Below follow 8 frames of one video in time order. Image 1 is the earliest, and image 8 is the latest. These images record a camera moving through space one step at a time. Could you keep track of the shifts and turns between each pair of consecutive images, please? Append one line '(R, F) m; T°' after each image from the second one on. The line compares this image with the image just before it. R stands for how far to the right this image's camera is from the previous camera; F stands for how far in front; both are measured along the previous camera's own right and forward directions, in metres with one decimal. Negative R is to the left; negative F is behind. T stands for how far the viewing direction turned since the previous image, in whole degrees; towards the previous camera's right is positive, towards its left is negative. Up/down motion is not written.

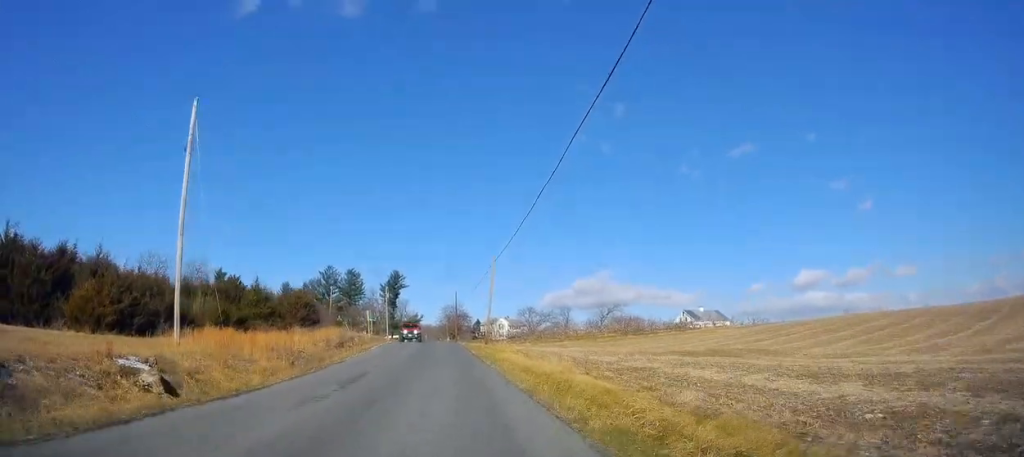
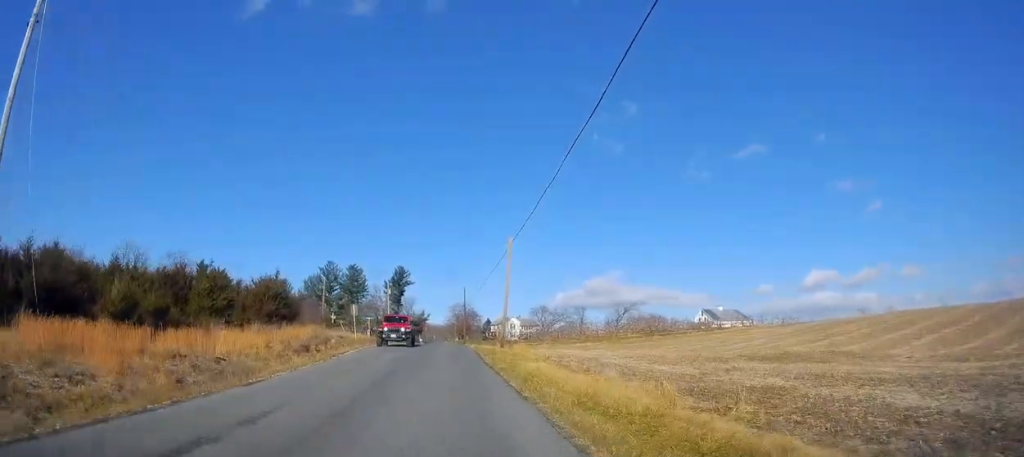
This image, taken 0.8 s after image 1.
(+0.1, +10.2) m; 0°
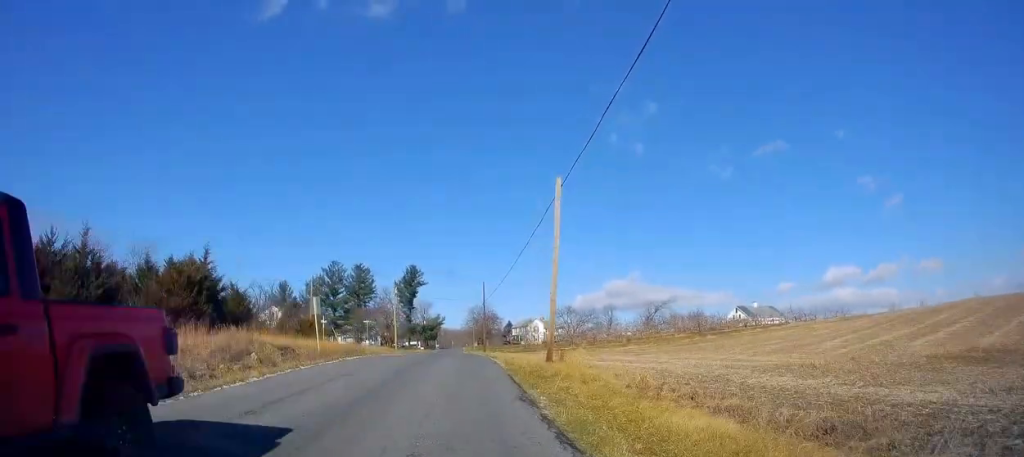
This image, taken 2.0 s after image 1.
(-0.3, +14.8) m; -2°
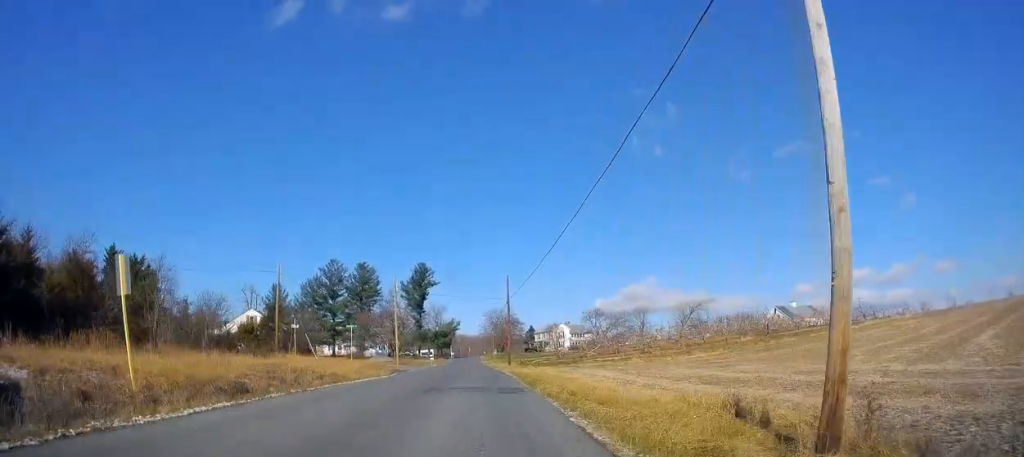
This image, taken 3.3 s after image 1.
(-0.2, +17.2) m; 0°
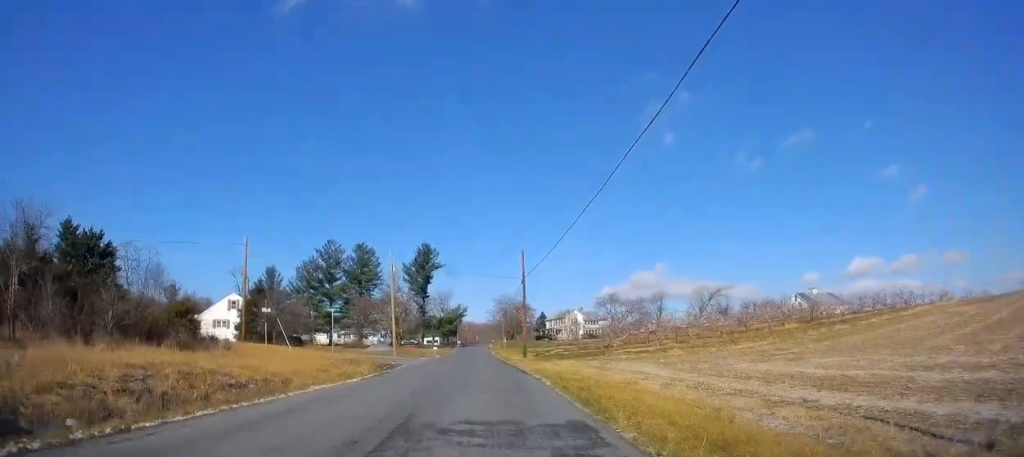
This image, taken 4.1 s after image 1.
(+0.1, +9.3) m; 0°
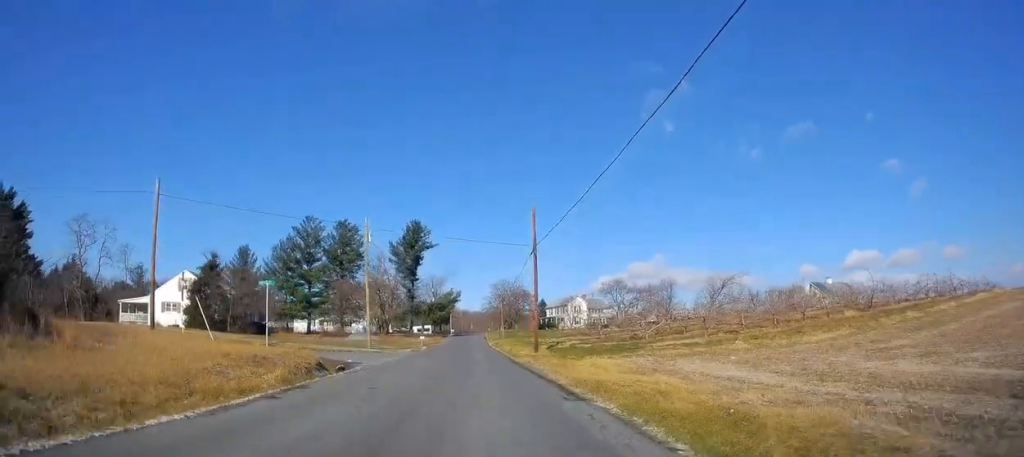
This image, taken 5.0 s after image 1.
(0.0, +12.3) m; -1°
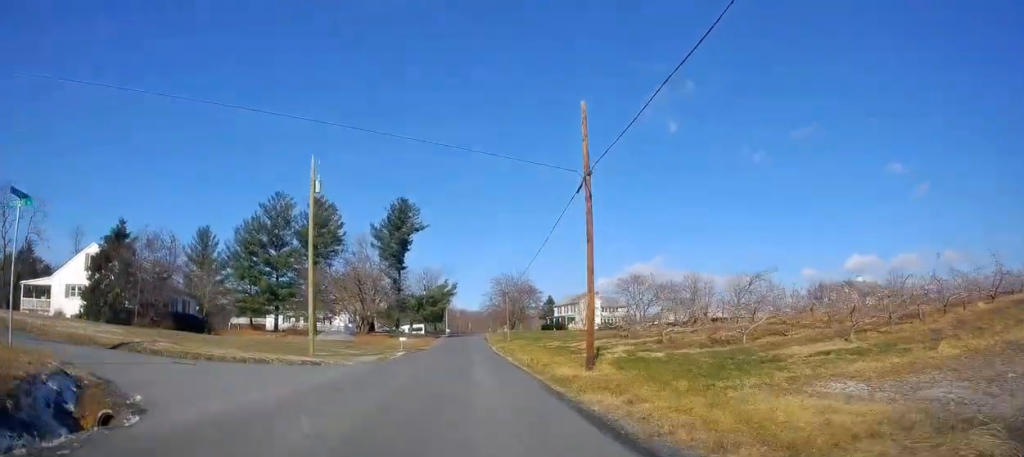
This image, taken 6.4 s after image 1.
(-0.6, +17.0) m; -2°
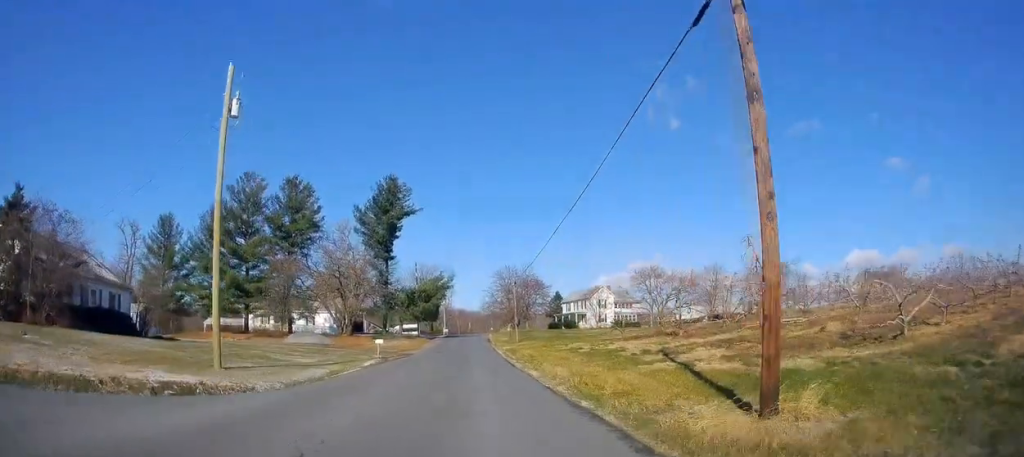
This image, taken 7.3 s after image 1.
(0.0, +12.1) m; +1°
